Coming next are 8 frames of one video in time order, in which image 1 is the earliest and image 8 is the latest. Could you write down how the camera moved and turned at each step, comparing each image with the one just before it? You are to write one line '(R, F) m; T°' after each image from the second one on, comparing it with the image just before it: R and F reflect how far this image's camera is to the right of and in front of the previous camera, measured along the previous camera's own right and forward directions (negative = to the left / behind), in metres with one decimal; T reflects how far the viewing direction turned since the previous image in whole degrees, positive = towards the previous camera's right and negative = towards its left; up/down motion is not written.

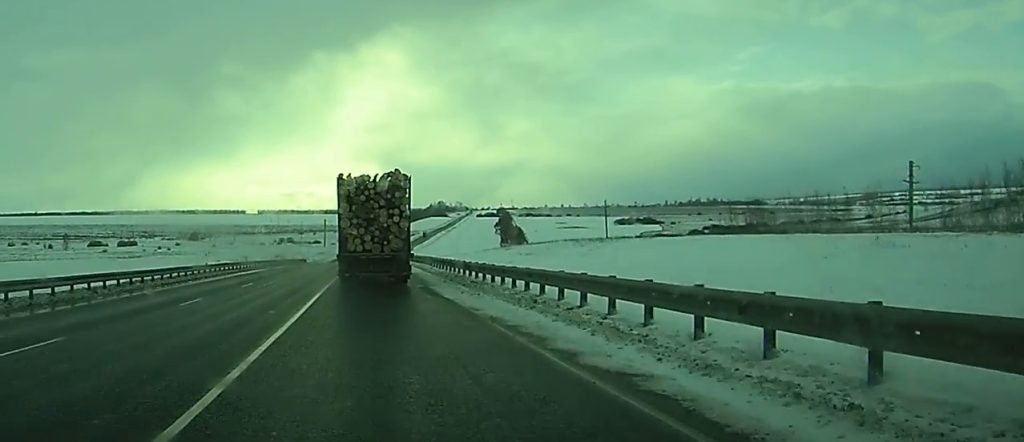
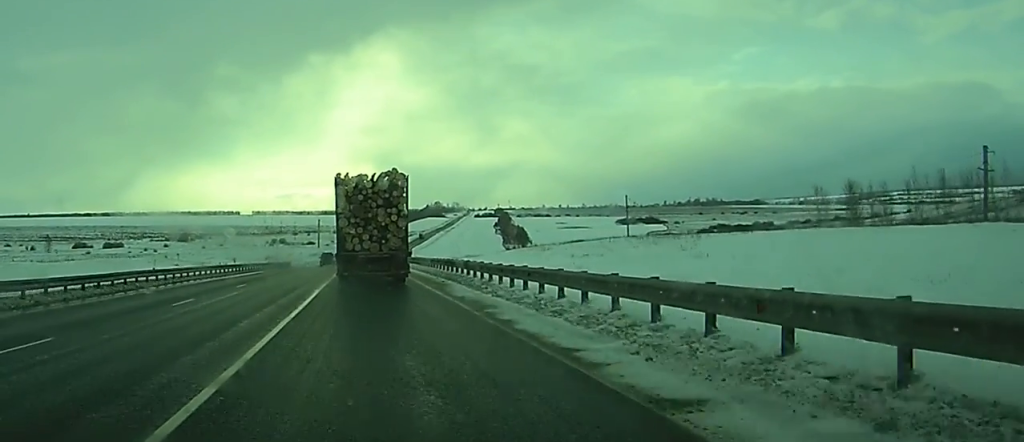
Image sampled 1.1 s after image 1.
(0.0, +24.3) m; 0°
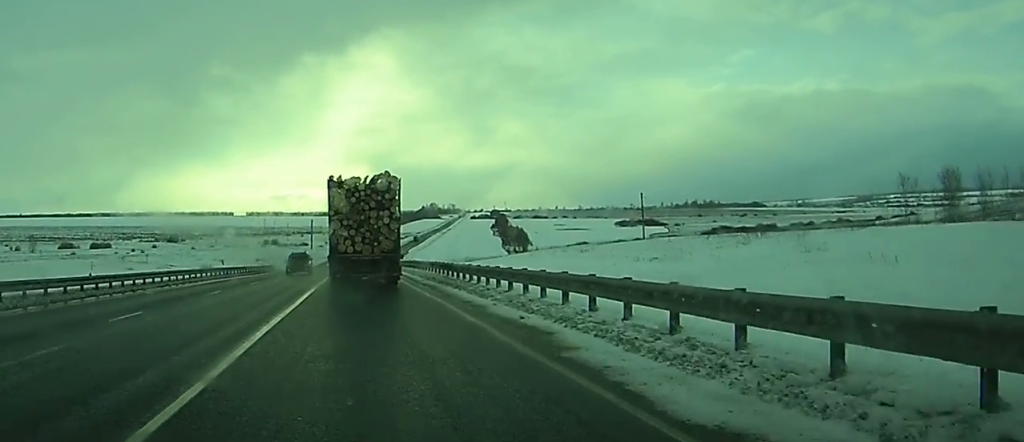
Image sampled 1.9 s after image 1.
(0.0, +17.1) m; 0°
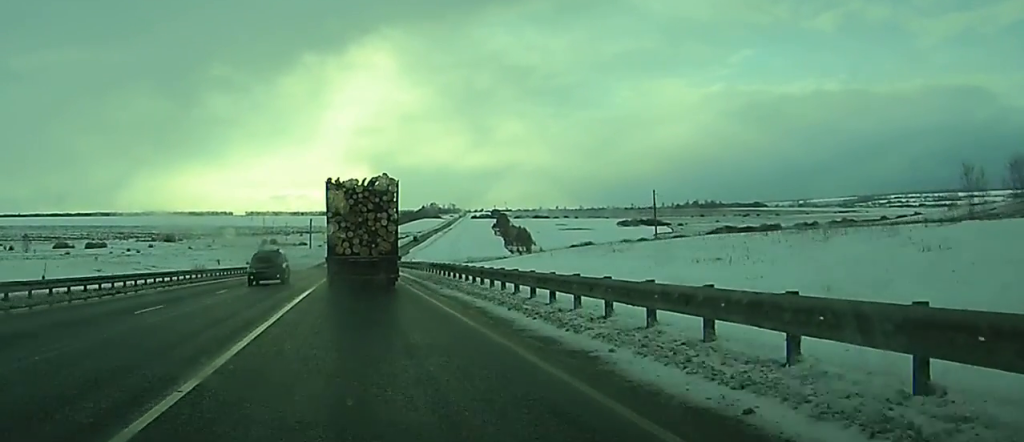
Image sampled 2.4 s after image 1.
(0.0, +9.3) m; 0°
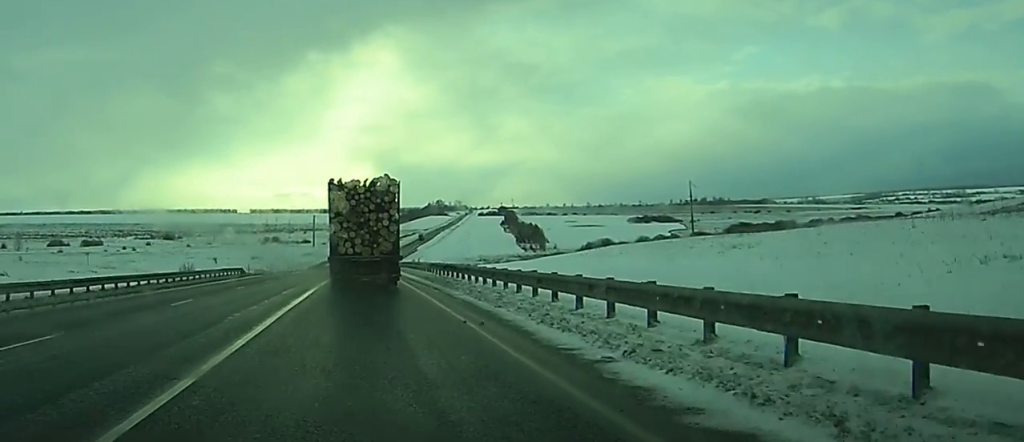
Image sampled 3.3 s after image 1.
(0.0, +20.0) m; 0°
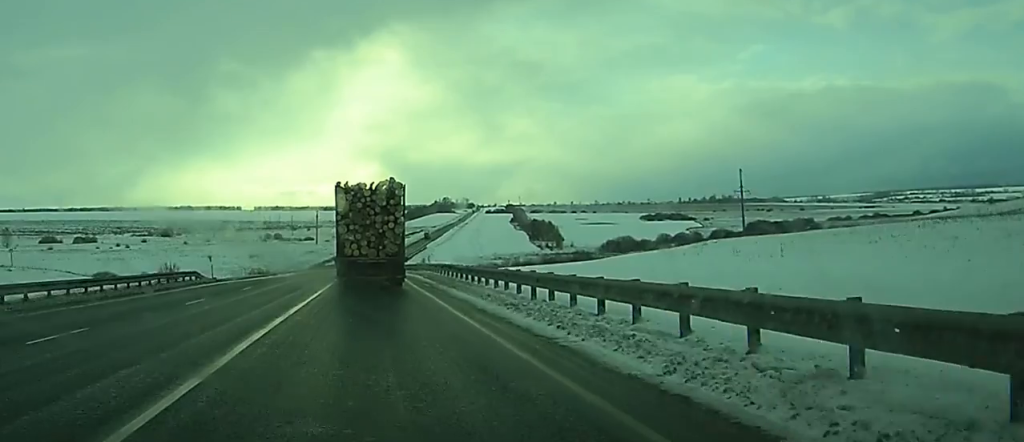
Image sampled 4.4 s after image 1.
(+0.1, +22.9) m; 0°
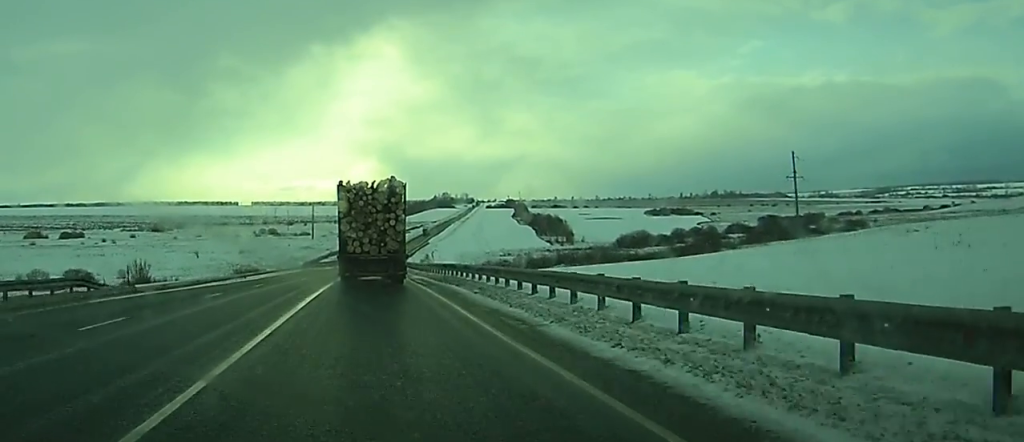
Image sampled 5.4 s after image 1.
(-0.1, +21.5) m; -1°
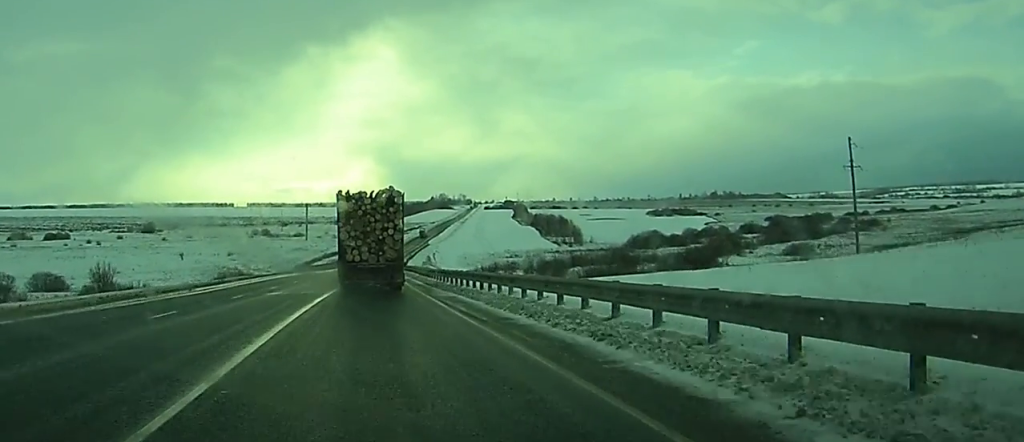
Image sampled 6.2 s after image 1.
(-0.1, +18.7) m; 0°
